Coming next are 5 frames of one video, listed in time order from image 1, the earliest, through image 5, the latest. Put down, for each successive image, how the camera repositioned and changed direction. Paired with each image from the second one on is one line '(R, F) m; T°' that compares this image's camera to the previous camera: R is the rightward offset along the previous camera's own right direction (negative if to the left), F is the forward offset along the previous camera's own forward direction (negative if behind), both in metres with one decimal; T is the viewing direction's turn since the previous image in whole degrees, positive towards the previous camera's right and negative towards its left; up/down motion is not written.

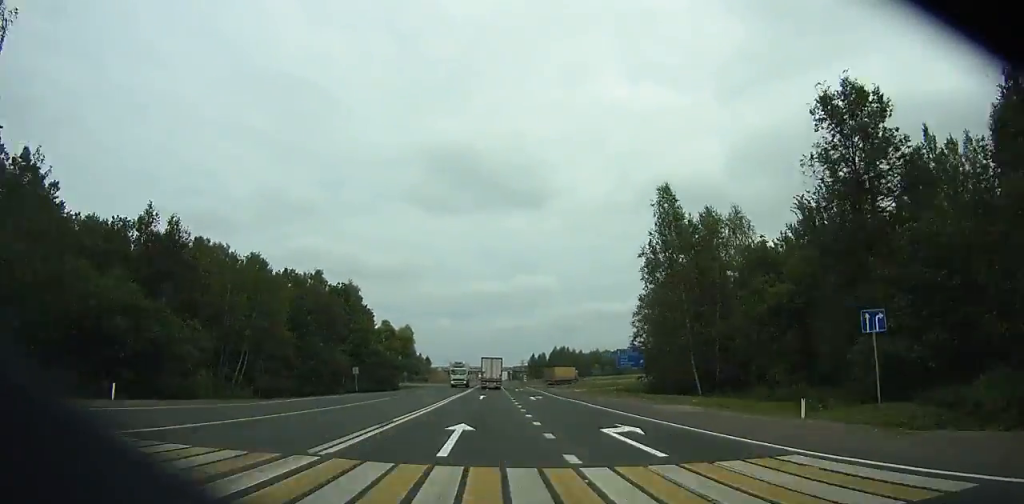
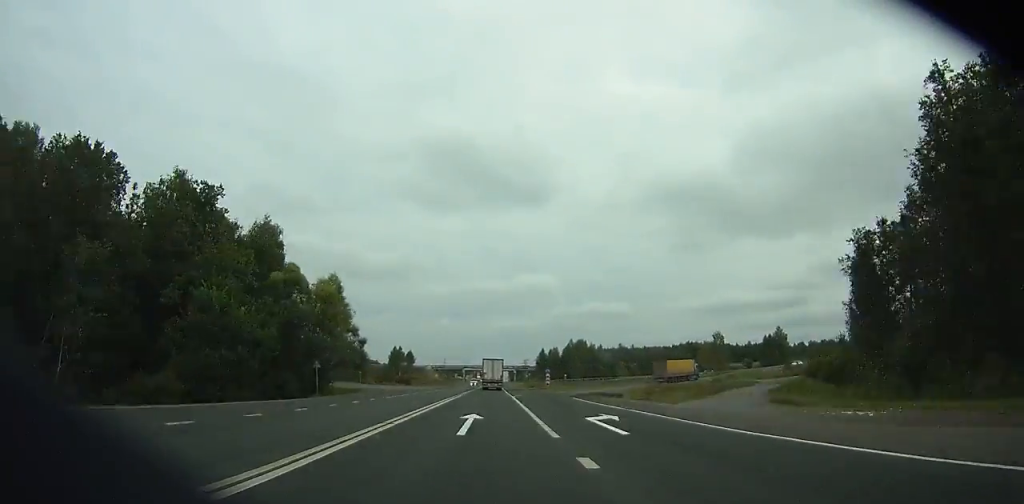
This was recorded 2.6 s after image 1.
(-0.2, +56.1) m; 0°
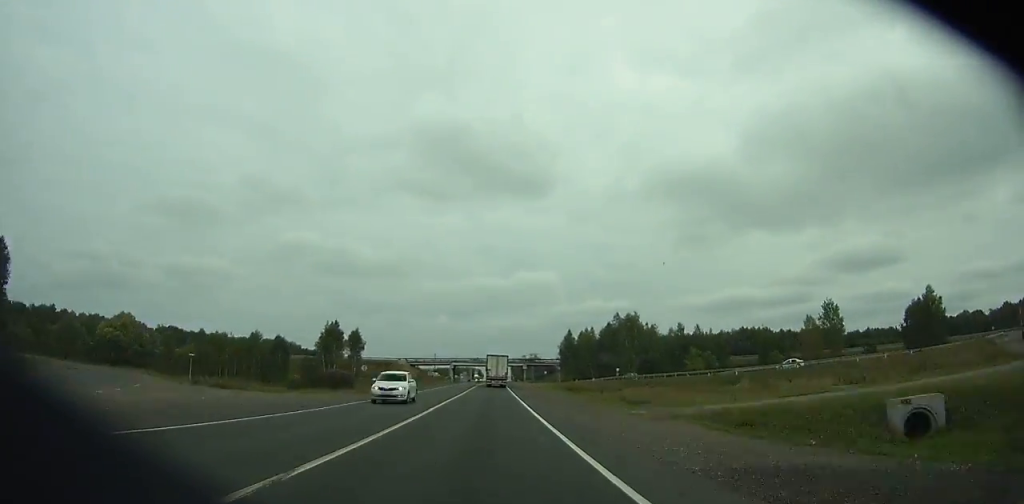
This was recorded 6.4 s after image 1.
(-0.3, +83.6) m; 0°
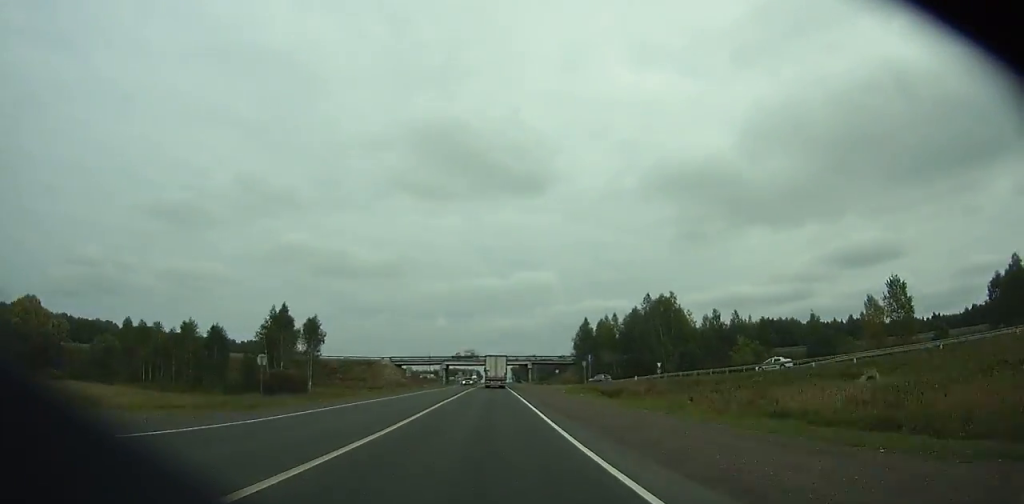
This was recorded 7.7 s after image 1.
(0.0, +29.0) m; 0°
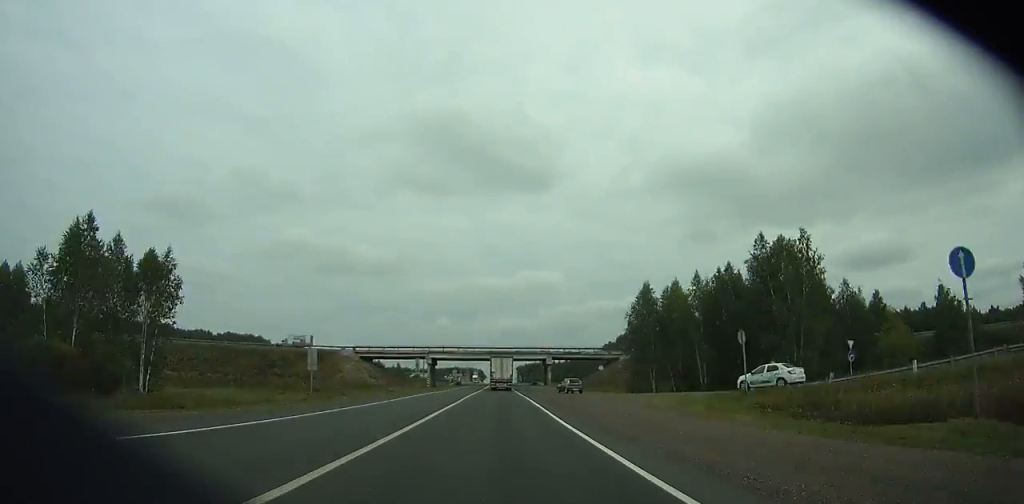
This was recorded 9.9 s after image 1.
(-0.1, +49.2) m; 0°
